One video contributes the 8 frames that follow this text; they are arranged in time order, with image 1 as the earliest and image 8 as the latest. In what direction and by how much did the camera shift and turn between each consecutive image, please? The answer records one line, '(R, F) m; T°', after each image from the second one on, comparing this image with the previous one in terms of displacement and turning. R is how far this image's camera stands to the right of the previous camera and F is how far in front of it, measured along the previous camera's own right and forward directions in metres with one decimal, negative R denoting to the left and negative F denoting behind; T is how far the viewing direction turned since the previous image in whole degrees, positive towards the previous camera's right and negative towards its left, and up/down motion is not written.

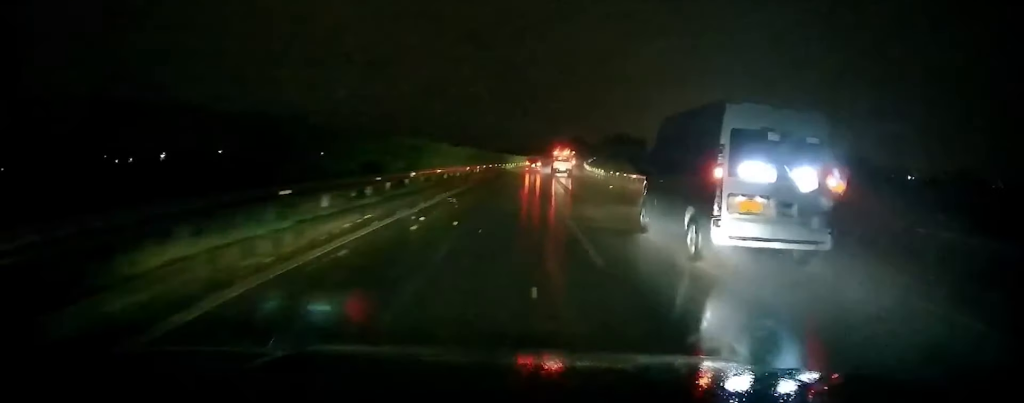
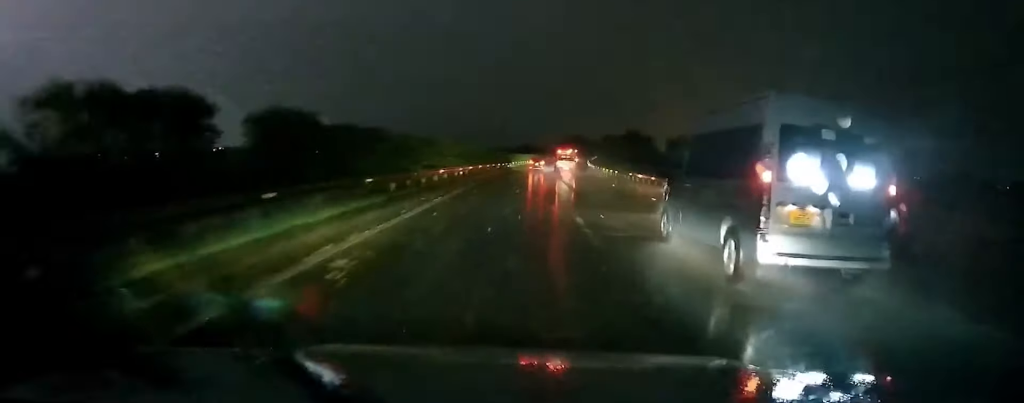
(0.0, +13.4) m; 0°
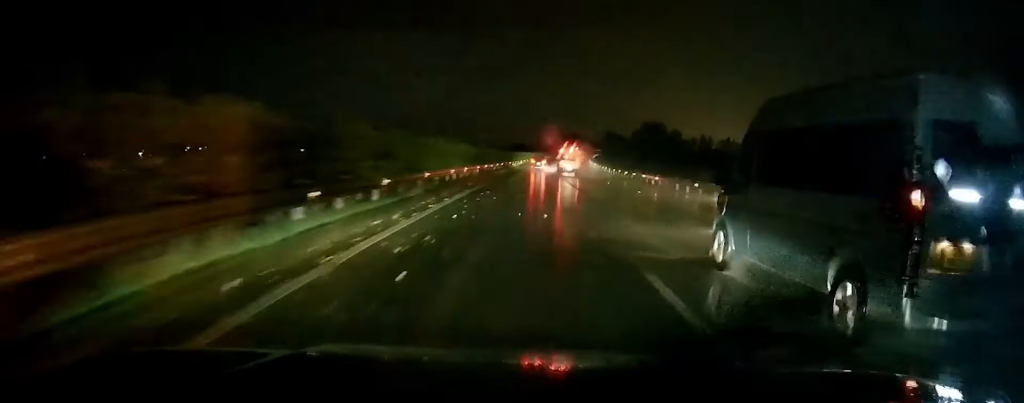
(+0.2, +23.8) m; 0°
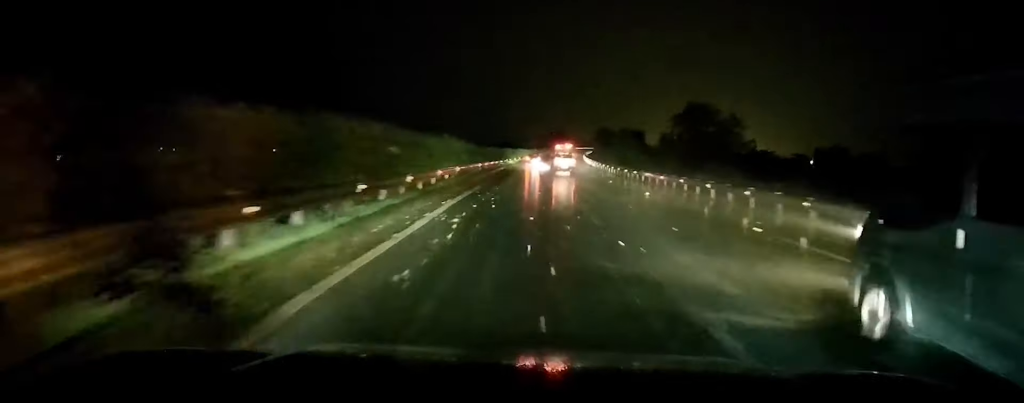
(0.0, +31.4) m; +1°
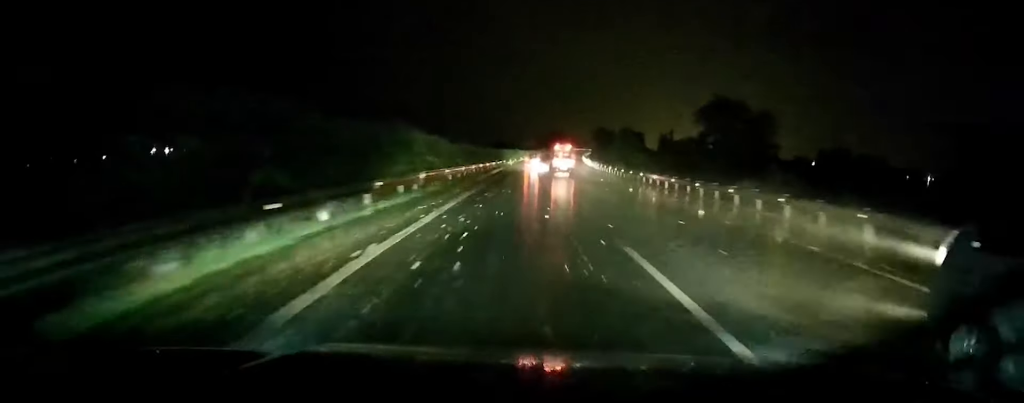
(+0.1, +11.3) m; 0°
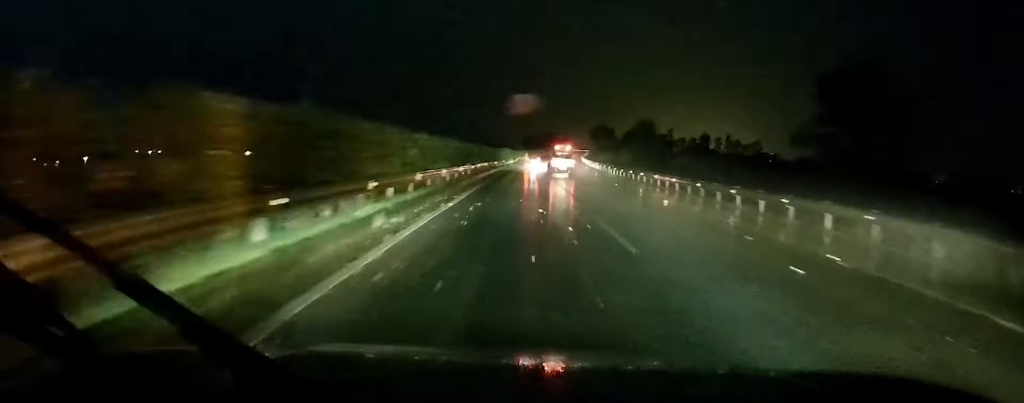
(+0.2, +24.3) m; +1°
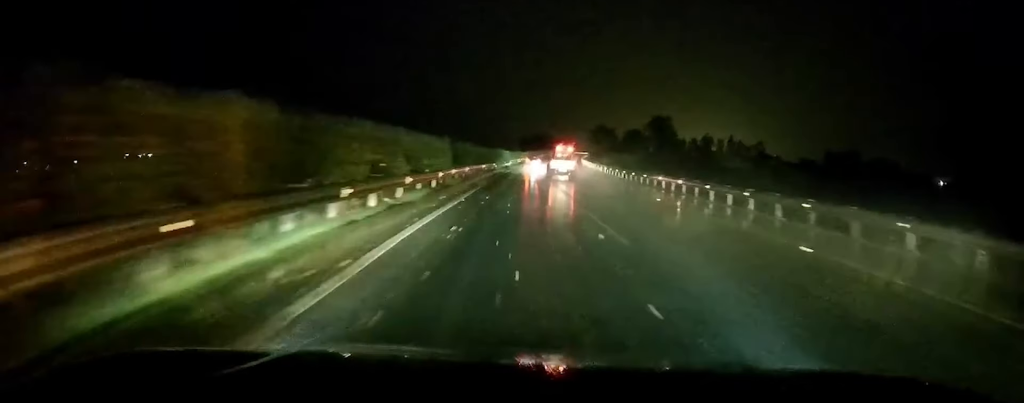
(+0.1, +14.5) m; +1°
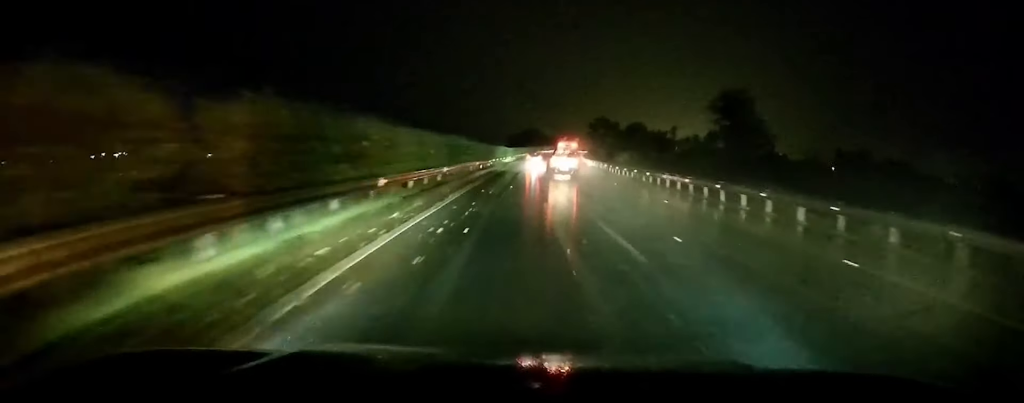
(+0.6, +30.6) m; +2°
